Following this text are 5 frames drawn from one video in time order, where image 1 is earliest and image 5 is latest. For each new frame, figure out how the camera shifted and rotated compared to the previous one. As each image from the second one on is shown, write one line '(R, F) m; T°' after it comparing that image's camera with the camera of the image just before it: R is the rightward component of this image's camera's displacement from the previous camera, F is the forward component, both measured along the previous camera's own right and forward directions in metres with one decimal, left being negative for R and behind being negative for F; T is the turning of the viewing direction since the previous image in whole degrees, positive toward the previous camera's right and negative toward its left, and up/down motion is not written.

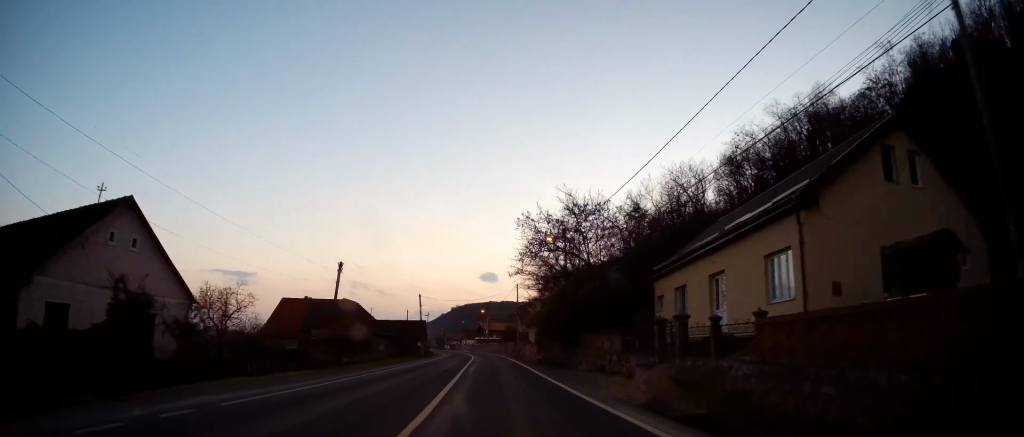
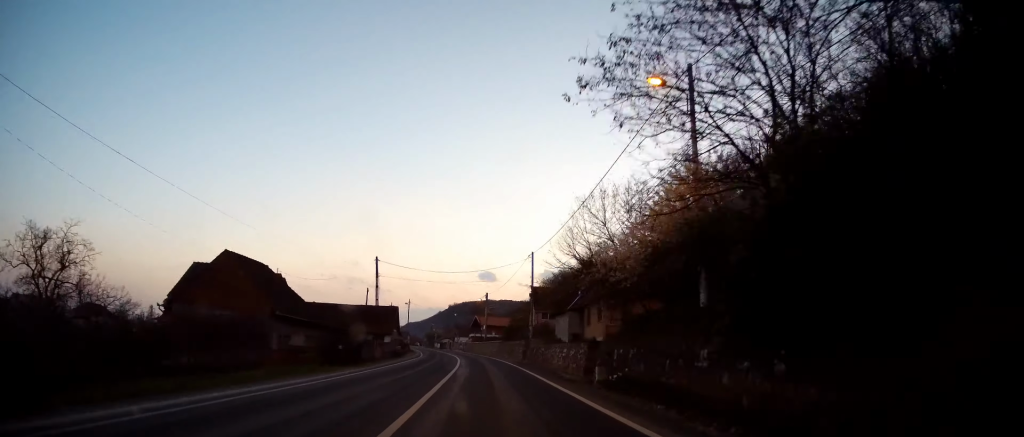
(+0.4, +26.7) m; +1°
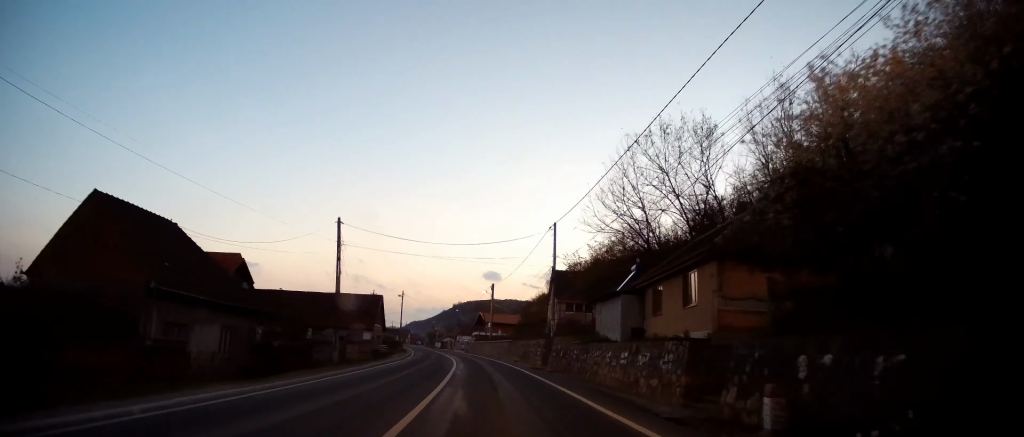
(0.0, +12.7) m; -1°
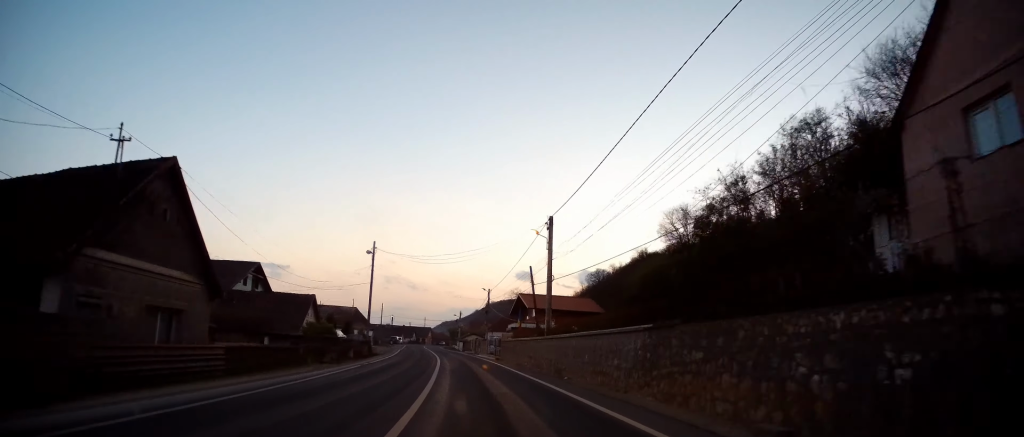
(-0.9, +38.9) m; -2°
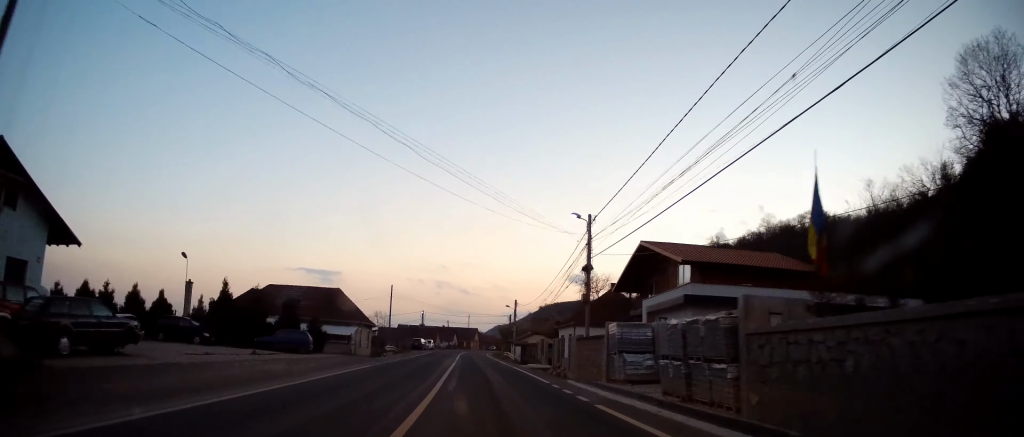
(-0.9, +37.8) m; -4°
